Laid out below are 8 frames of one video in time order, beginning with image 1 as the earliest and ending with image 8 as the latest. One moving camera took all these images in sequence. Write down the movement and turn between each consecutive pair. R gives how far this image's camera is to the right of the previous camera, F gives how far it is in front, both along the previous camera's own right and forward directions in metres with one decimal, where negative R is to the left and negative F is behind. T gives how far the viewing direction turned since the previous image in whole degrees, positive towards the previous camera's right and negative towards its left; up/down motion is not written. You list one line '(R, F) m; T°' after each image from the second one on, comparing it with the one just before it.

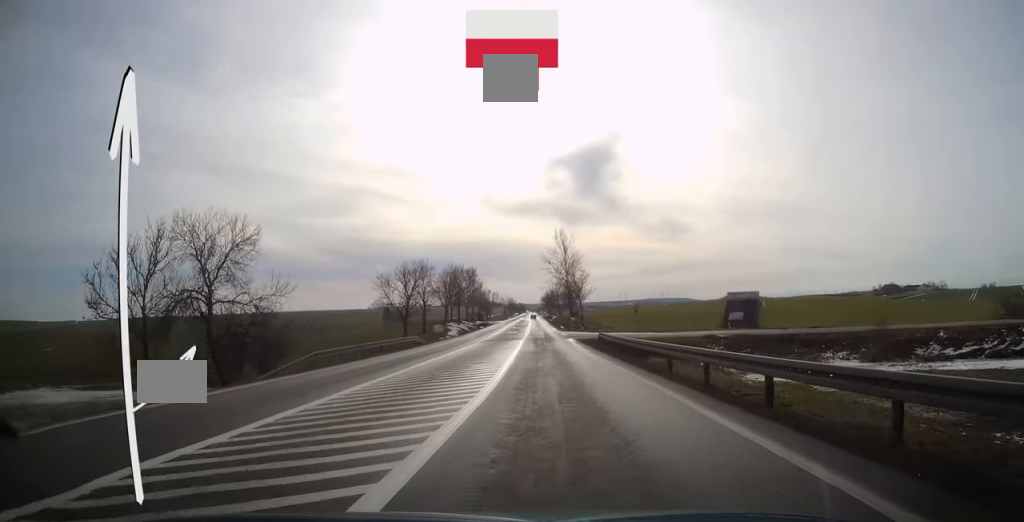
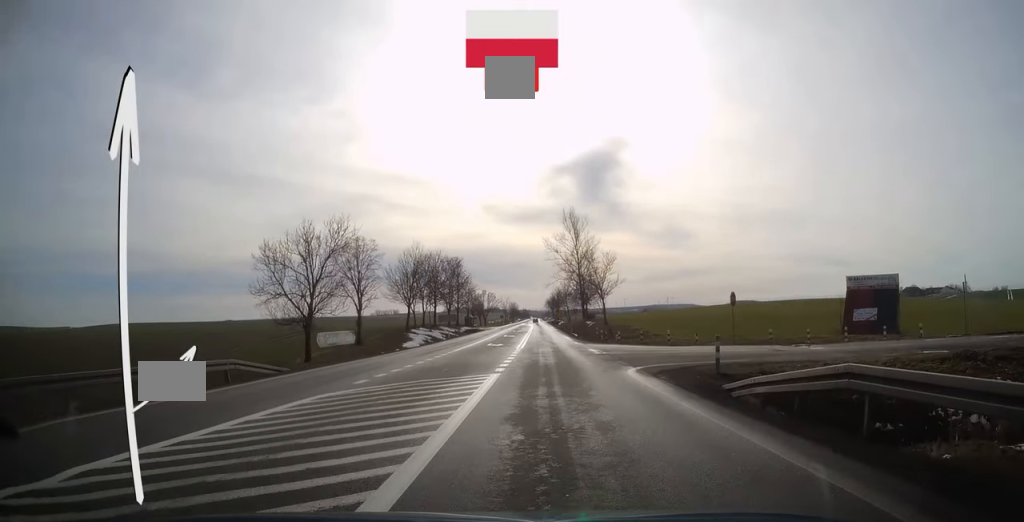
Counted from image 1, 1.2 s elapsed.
(0.0, +31.5) m; 0°
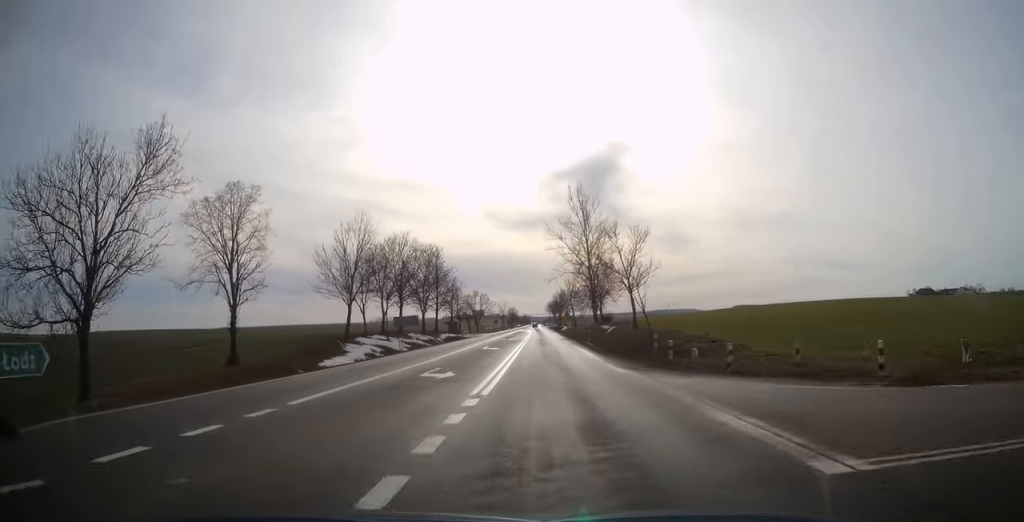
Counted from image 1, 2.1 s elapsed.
(0.0, +22.2) m; 0°
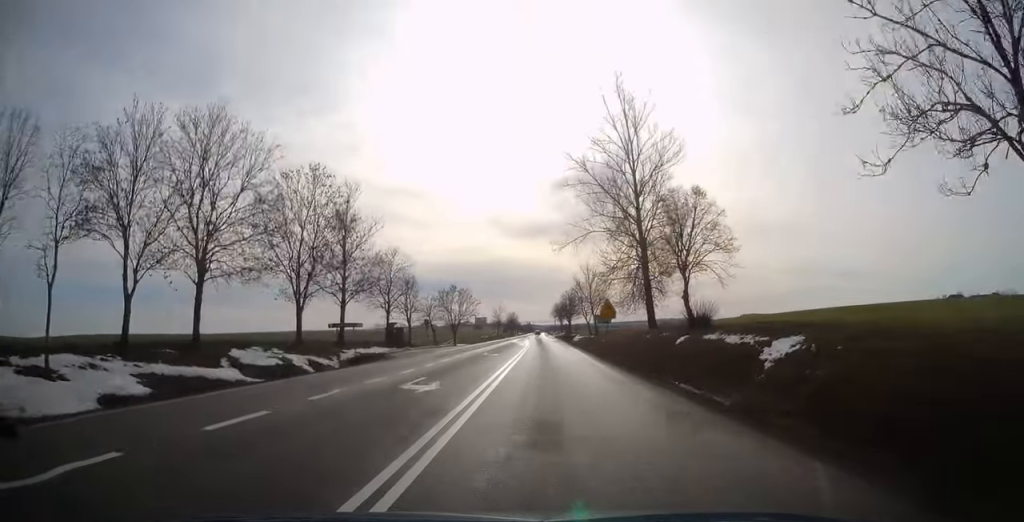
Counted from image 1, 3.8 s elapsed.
(-0.1, +42.0) m; 0°
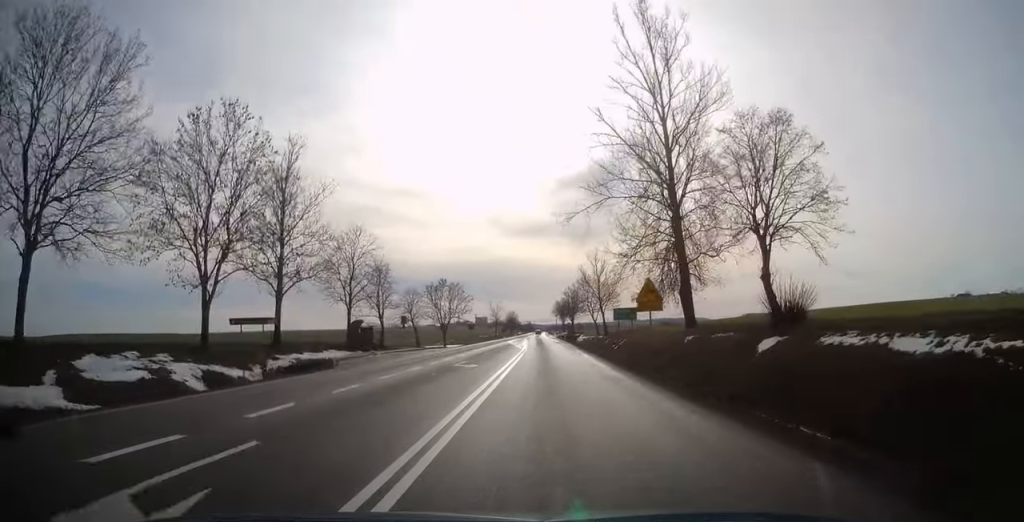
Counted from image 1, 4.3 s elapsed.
(0.0, +11.4) m; 0°
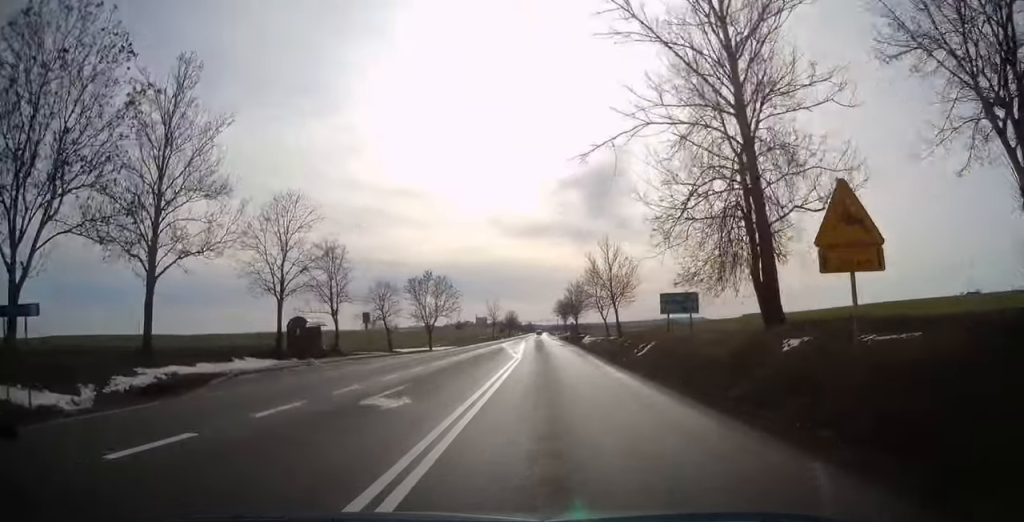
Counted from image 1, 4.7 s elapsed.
(0.0, +12.2) m; 0°
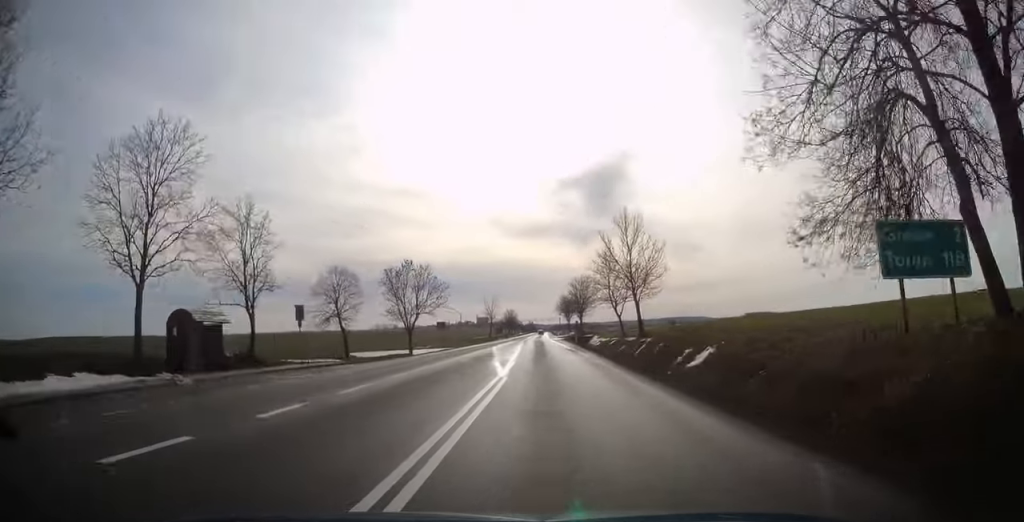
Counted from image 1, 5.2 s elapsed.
(0.0, +12.6) m; 0°
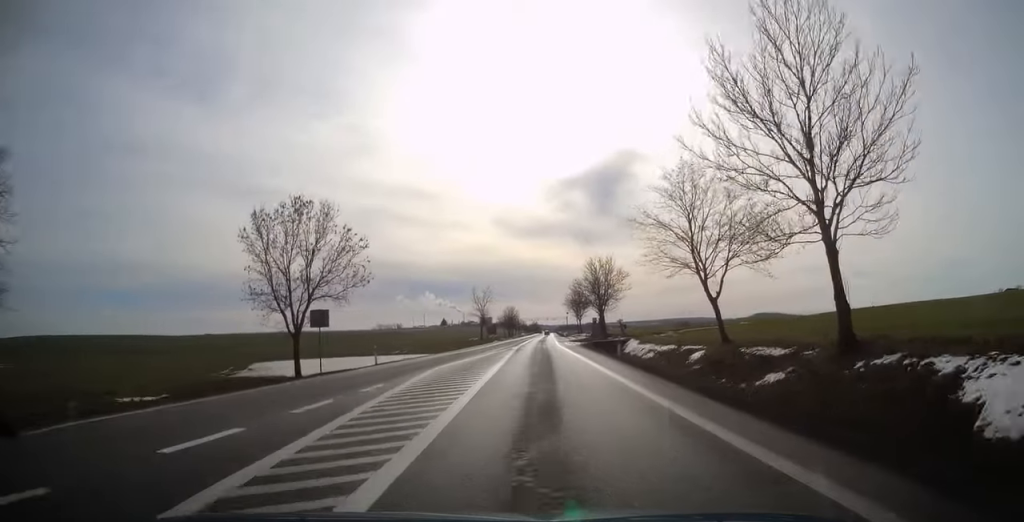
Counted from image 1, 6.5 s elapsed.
(-0.1, +32.1) m; -1°
